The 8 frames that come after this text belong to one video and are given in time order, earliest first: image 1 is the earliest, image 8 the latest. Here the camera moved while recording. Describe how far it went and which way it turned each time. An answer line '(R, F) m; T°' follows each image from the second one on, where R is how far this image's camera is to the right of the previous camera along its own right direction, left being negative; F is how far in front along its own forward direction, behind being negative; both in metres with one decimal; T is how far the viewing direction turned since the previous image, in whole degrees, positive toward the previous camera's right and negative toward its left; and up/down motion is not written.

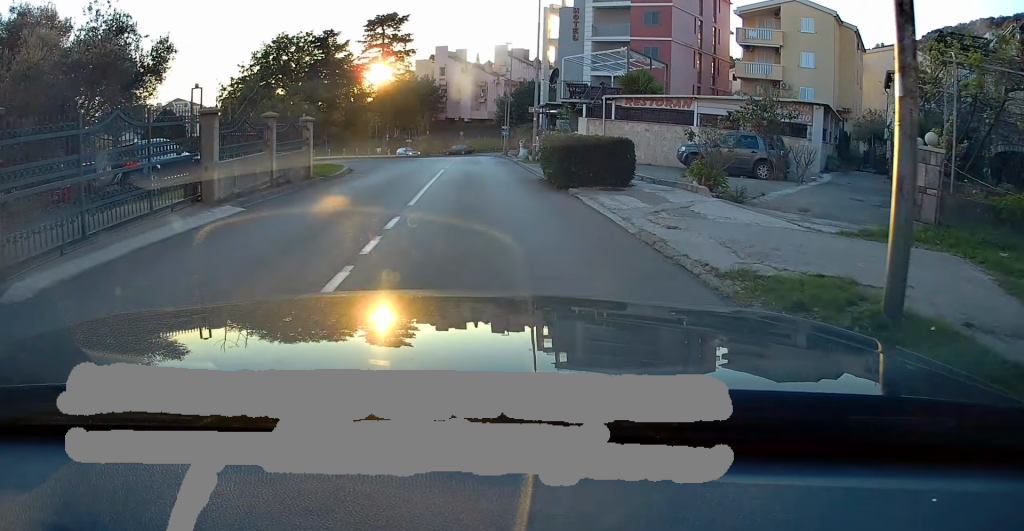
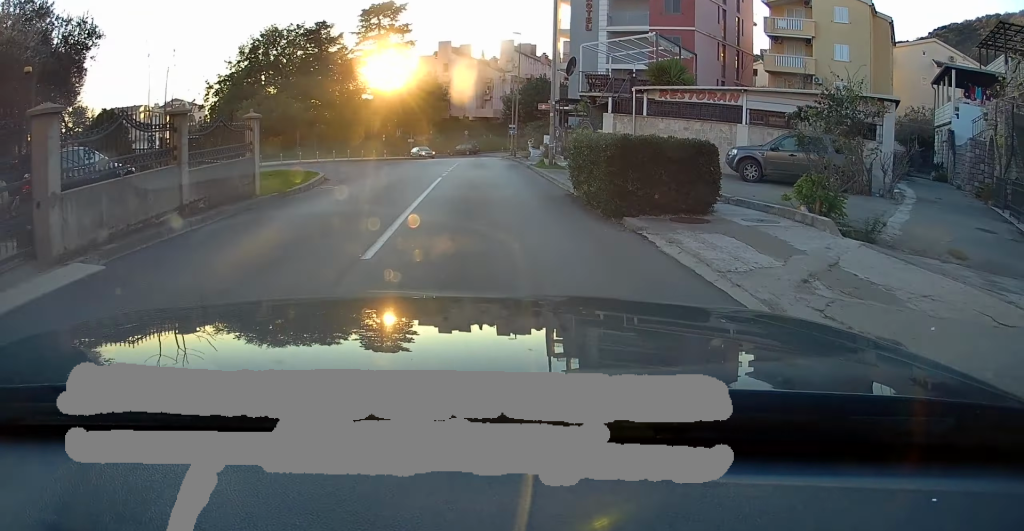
(0.0, +4.7) m; 0°
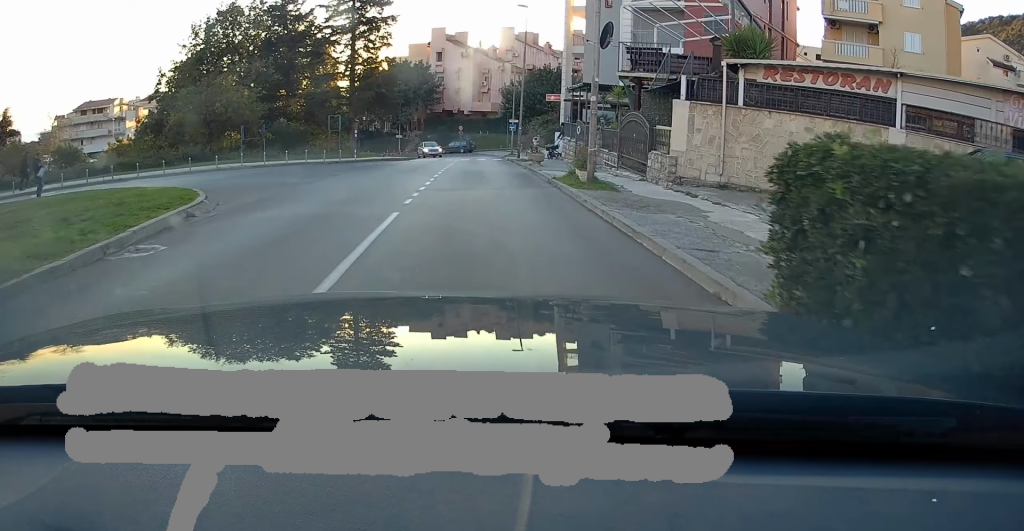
(+0.1, +9.5) m; +3°
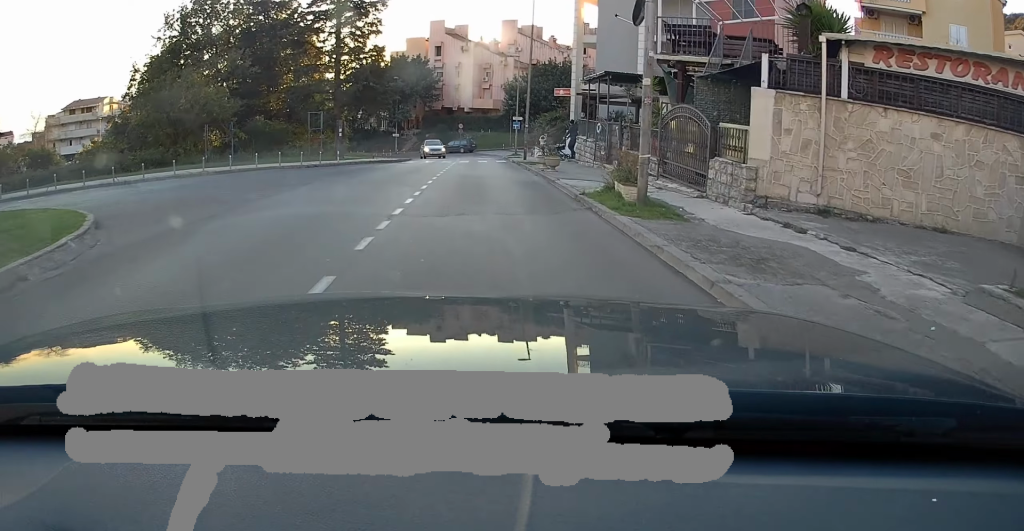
(+0.2, +4.6) m; 0°
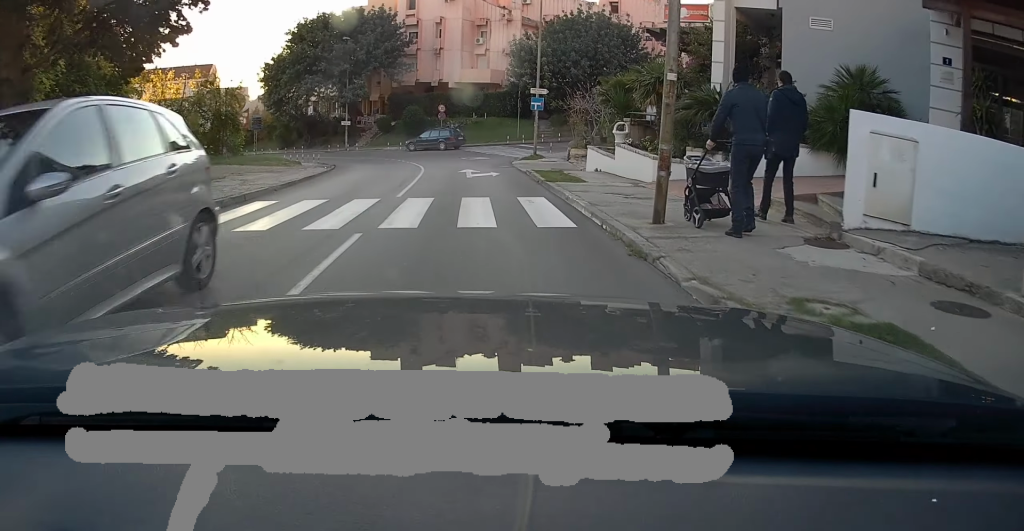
(-0.8, +26.9) m; -3°
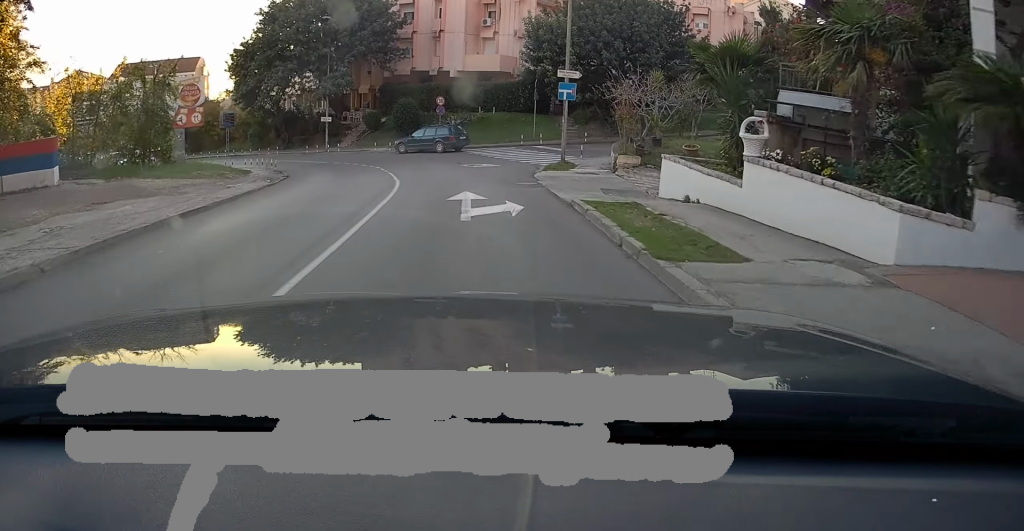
(0.0, +9.1) m; 0°
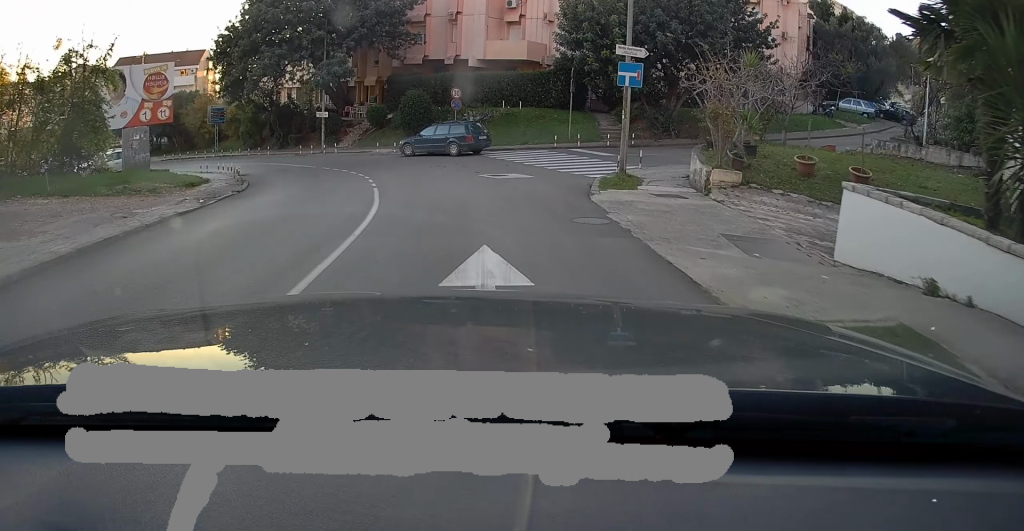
(-0.1, +6.8) m; +1°
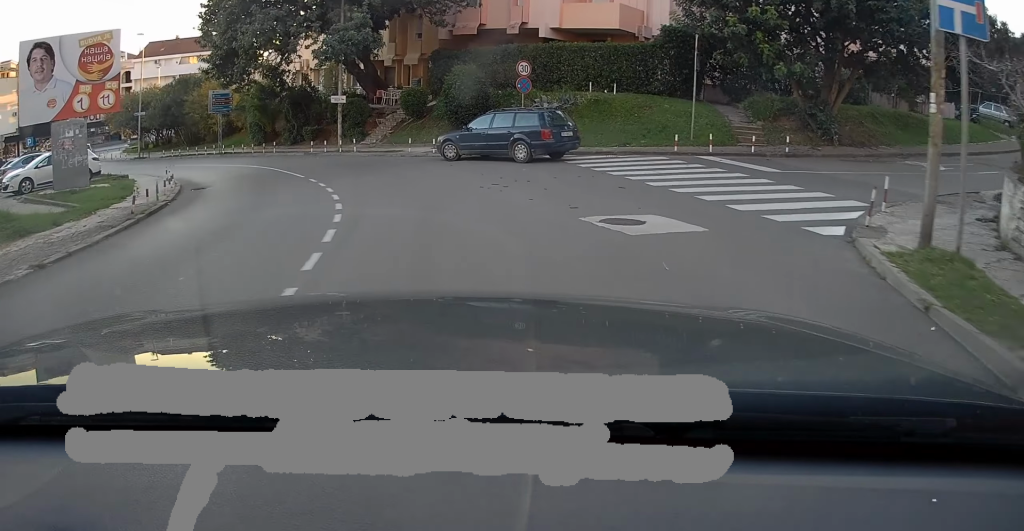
(+0.3, +10.6) m; -4°
